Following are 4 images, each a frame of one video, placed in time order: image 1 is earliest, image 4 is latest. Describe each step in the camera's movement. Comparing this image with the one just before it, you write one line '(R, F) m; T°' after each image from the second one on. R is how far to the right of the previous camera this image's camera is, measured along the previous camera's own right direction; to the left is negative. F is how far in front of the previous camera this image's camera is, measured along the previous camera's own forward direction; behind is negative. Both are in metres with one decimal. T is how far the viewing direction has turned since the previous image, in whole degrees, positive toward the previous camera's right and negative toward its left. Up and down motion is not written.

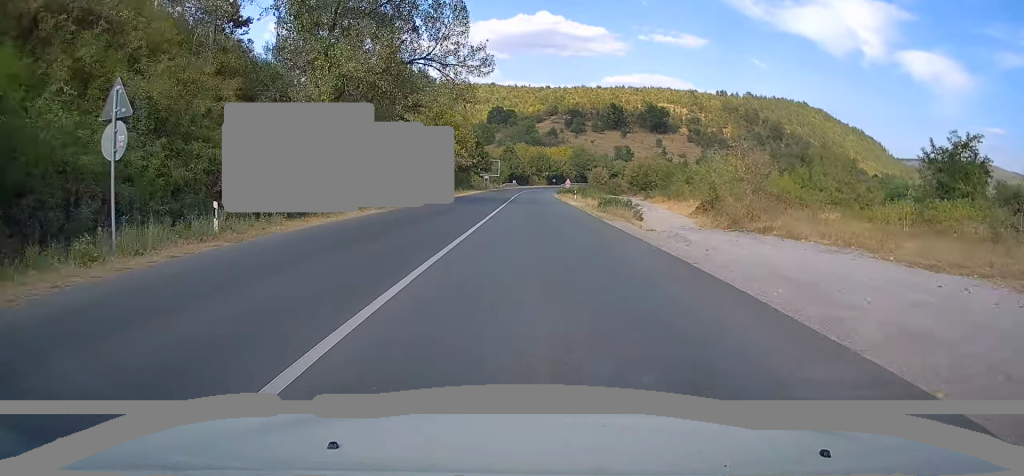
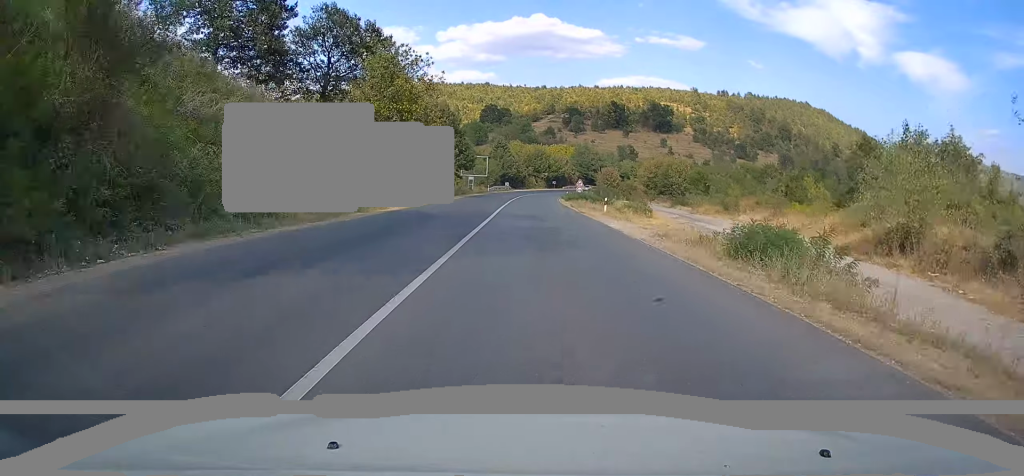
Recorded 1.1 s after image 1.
(0.0, +26.6) m; 0°
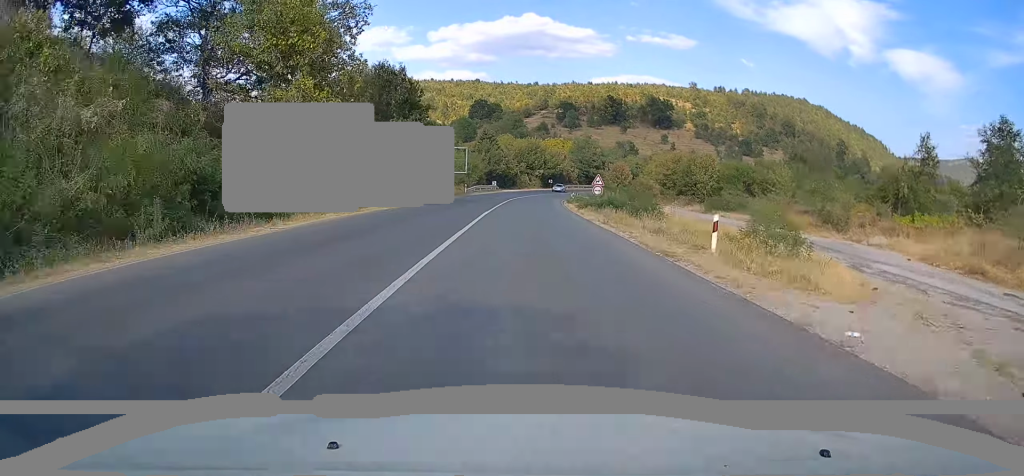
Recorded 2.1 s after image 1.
(+0.1, +22.8) m; +1°
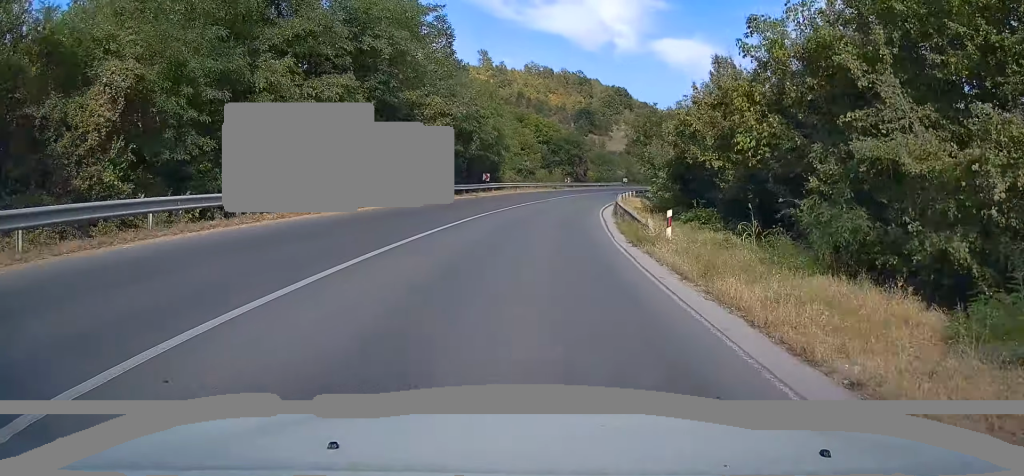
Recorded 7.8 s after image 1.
(+14.4, +131.7) m; +18°
